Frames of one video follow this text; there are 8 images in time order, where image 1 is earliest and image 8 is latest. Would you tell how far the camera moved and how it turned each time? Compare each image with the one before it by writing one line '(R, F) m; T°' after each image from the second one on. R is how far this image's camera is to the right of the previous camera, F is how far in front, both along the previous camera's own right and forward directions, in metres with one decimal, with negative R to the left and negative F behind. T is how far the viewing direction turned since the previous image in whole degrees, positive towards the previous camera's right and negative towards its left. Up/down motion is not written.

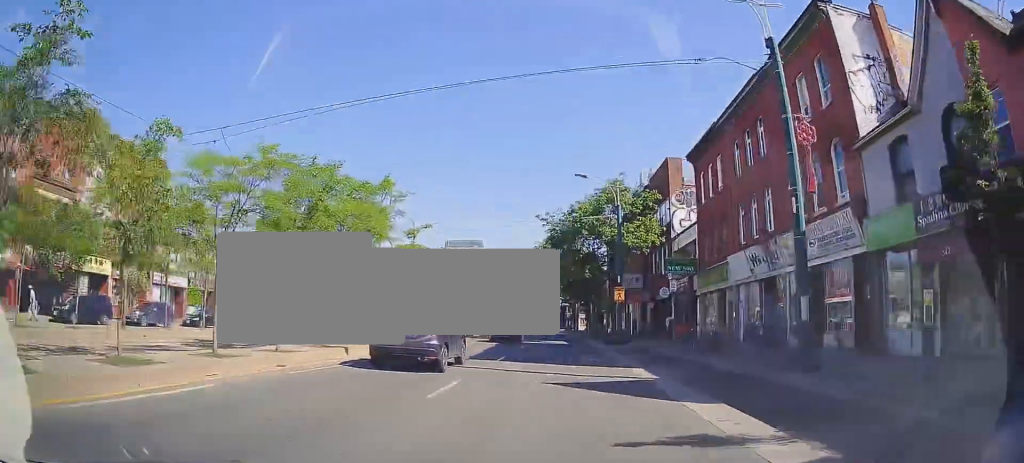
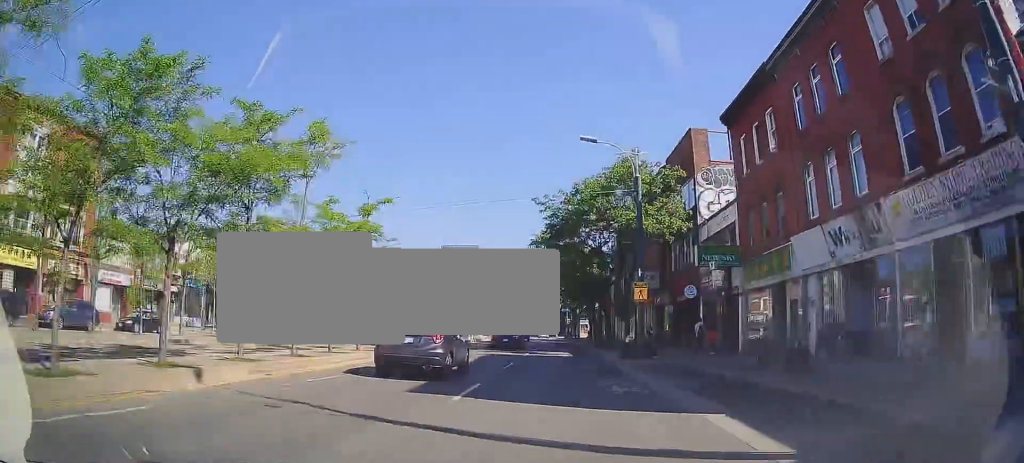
(0.0, +8.1) m; +1°
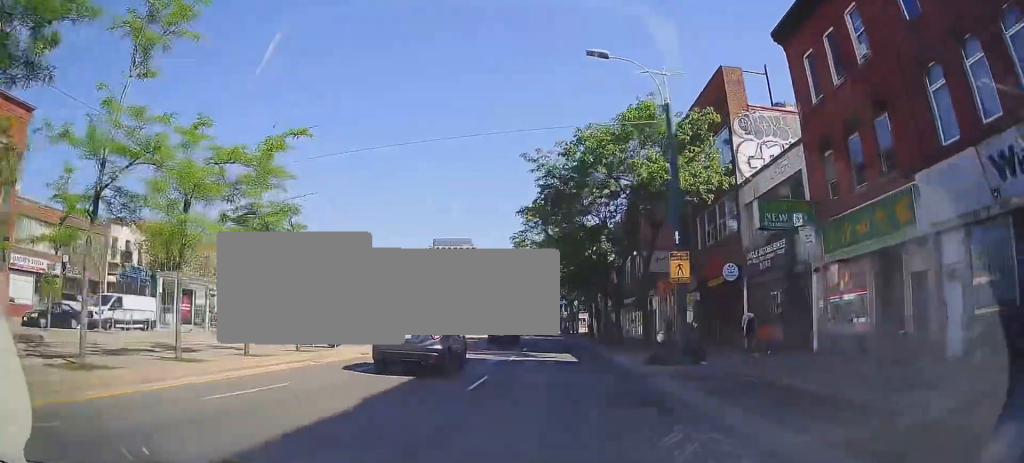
(+0.1, +8.4) m; 0°
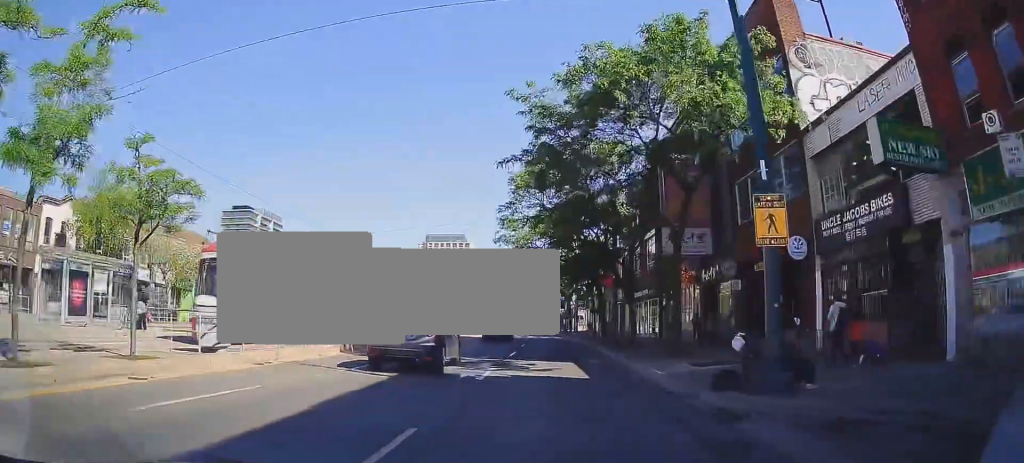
(0.0, +7.7) m; +1°
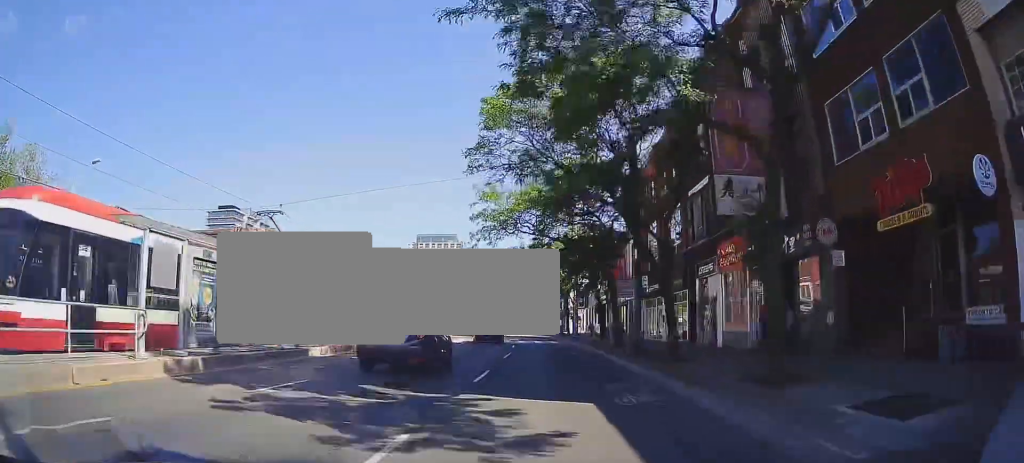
(-0.1, +9.3) m; +1°
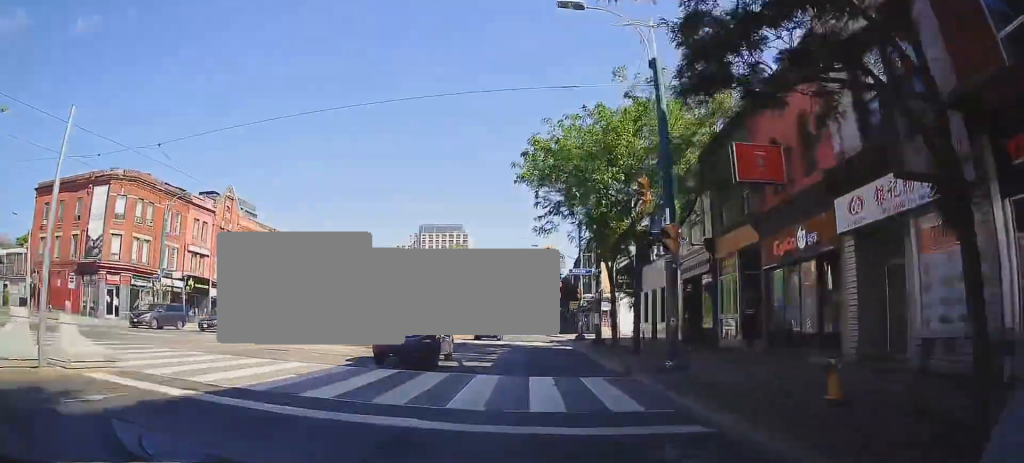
(+0.4, +31.5) m; -2°
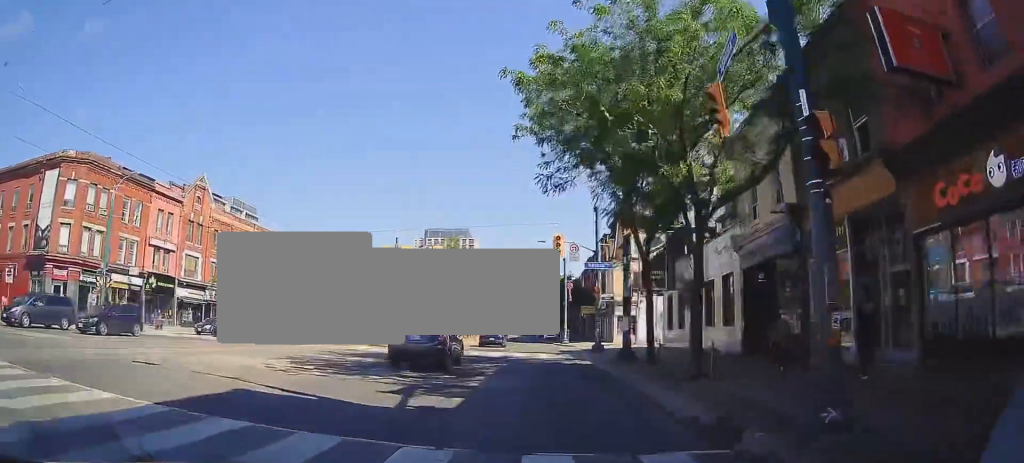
(-0.2, +7.8) m; -1°
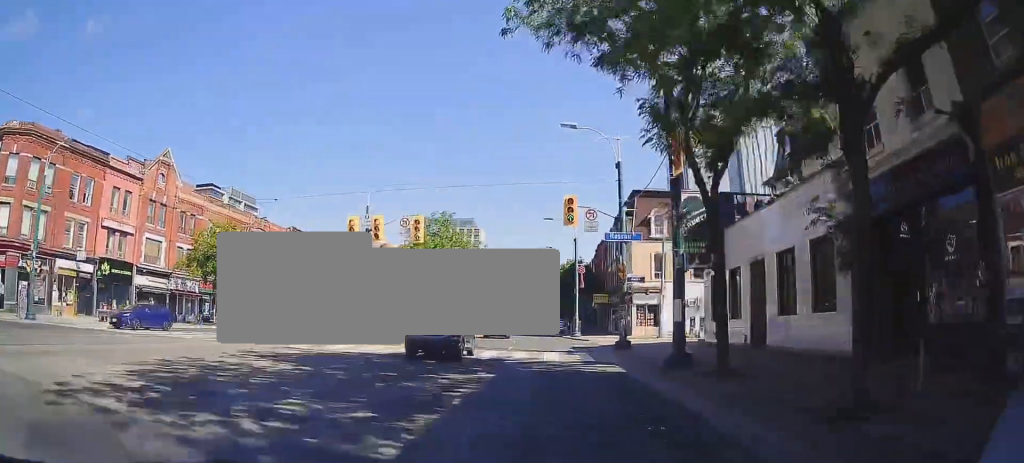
(-0.1, +7.3) m; -1°
